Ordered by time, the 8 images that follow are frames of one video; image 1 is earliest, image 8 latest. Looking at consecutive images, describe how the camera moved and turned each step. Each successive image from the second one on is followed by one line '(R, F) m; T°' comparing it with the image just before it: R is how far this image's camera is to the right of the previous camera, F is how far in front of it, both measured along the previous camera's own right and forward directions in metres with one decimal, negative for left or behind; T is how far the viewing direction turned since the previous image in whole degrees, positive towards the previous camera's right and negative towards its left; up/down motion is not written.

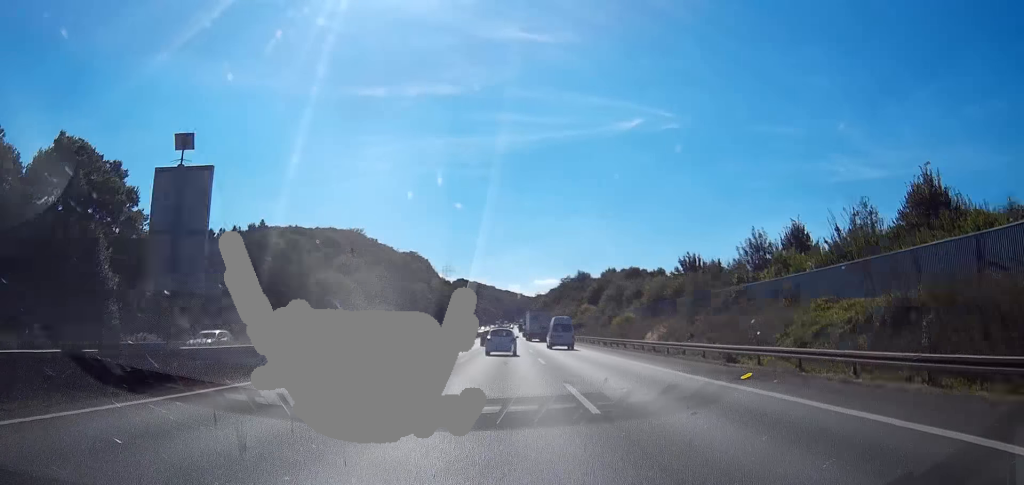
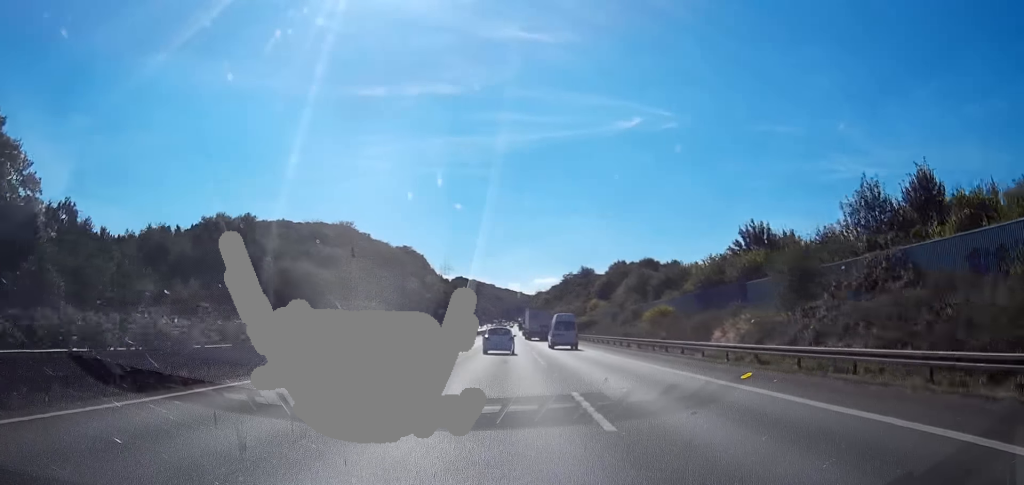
(0.0, +18.6) m; 0°
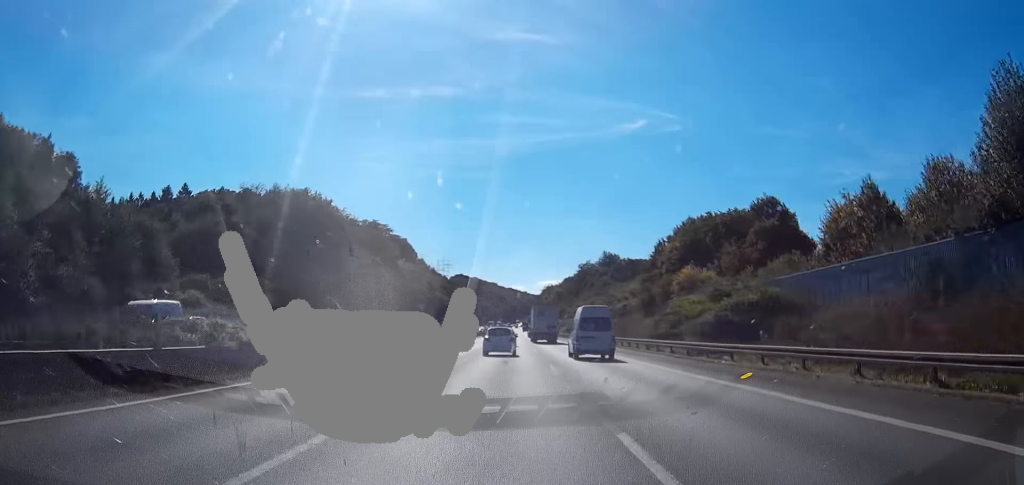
(+0.2, +77.2) m; 0°
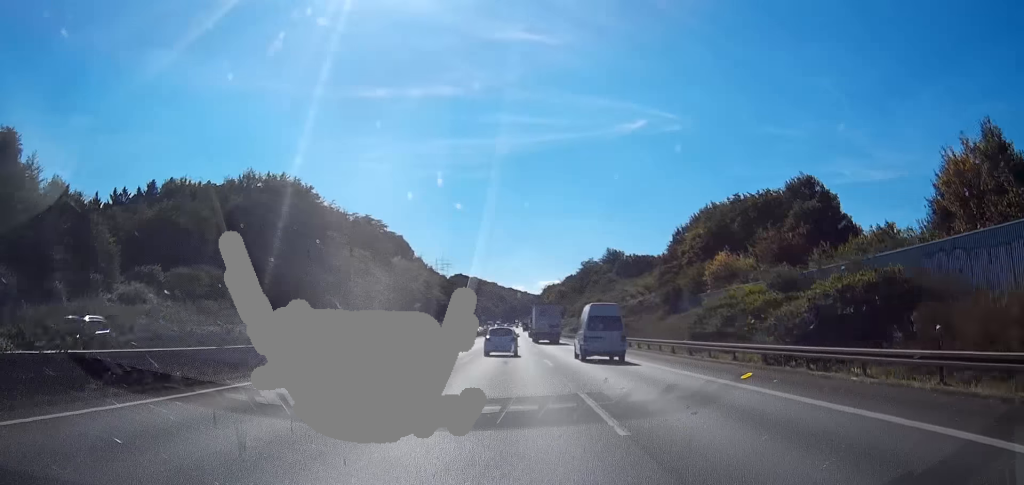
(0.0, +12.3) m; 0°
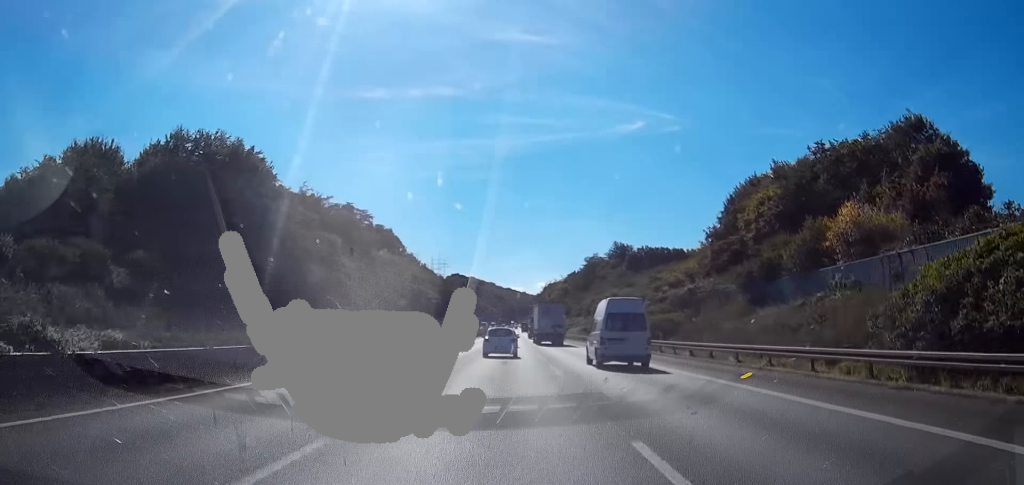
(0.0, +24.6) m; 0°
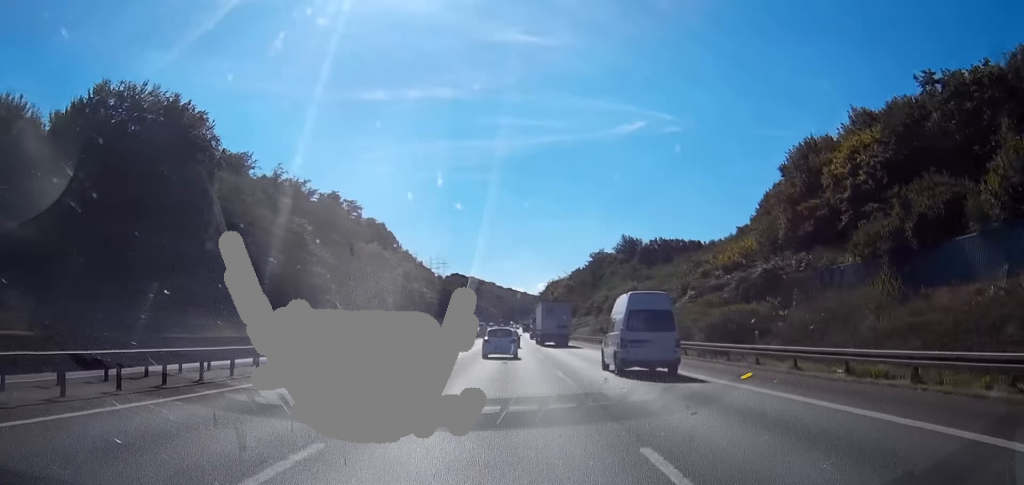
(0.0, +18.4) m; 0°
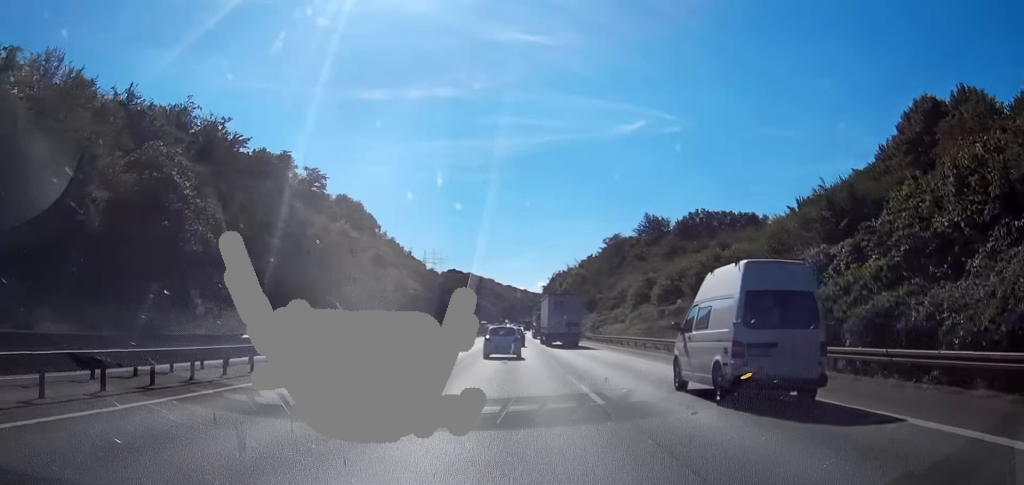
(+0.1, +42.6) m; 0°
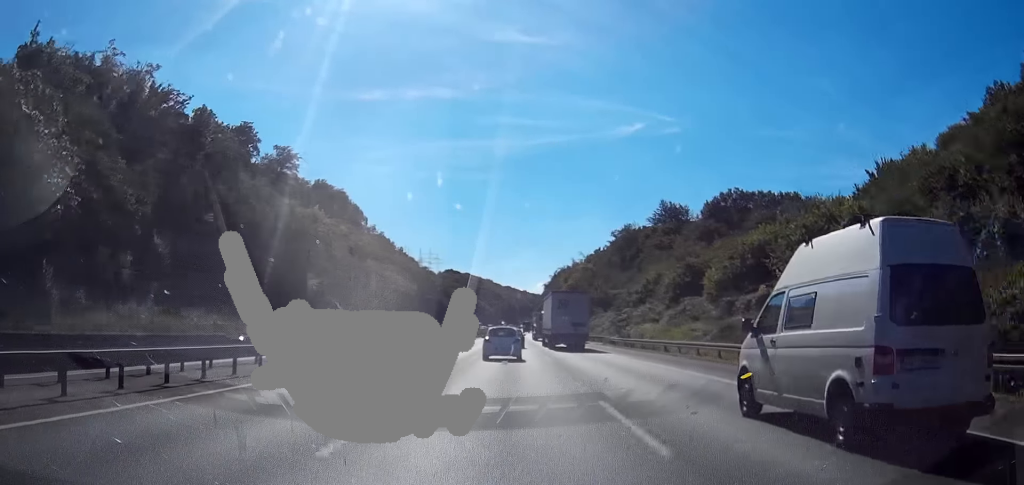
(0.0, +23.2) m; 0°
